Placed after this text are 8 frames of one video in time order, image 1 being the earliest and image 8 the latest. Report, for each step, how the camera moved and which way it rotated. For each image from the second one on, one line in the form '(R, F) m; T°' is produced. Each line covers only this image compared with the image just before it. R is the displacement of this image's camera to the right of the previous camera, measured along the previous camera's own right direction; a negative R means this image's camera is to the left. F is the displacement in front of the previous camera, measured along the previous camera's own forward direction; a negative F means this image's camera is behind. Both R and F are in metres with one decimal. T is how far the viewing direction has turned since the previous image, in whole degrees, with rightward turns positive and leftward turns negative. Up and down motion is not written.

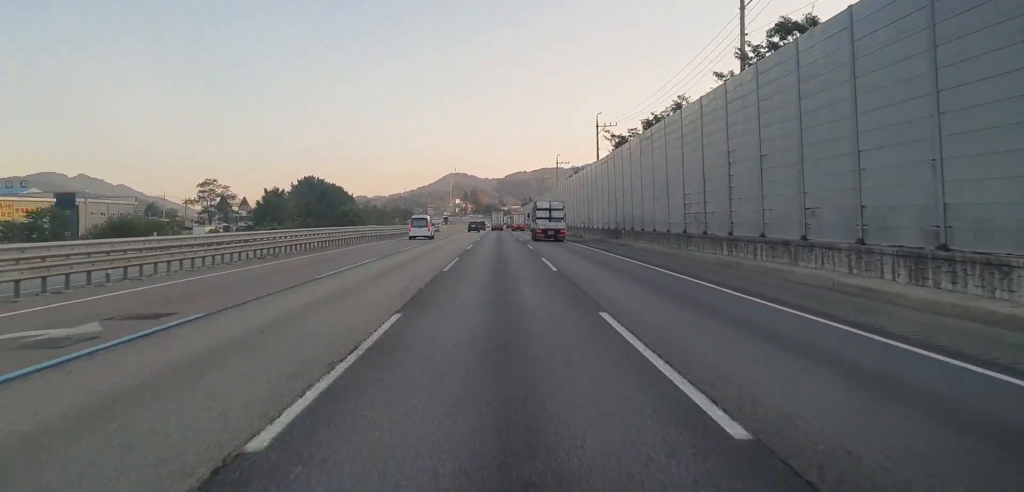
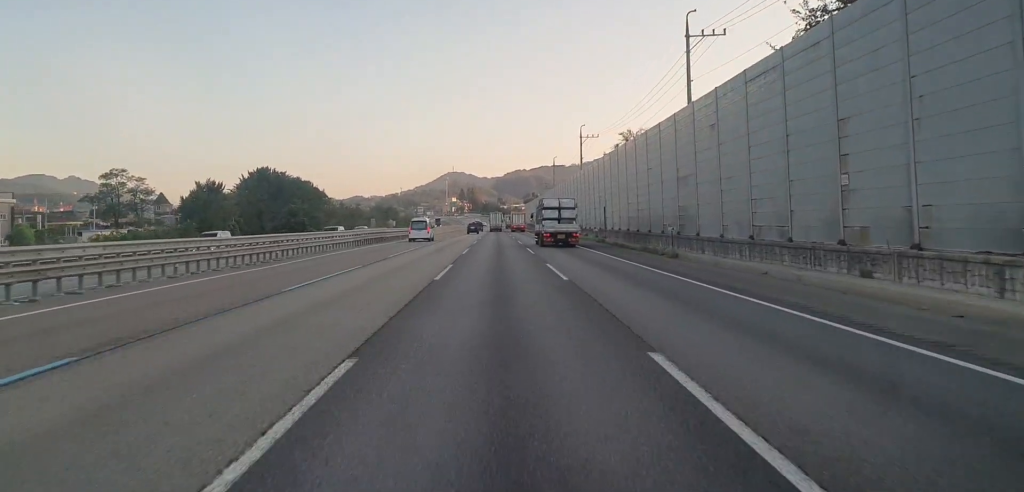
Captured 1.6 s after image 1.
(0.0, +43.0) m; 0°
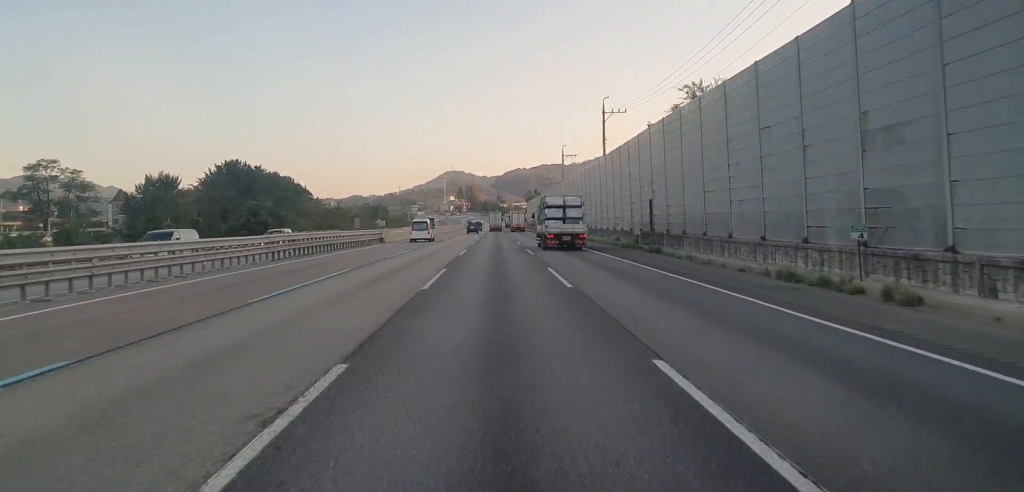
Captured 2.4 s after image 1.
(+0.2, +21.5) m; +1°
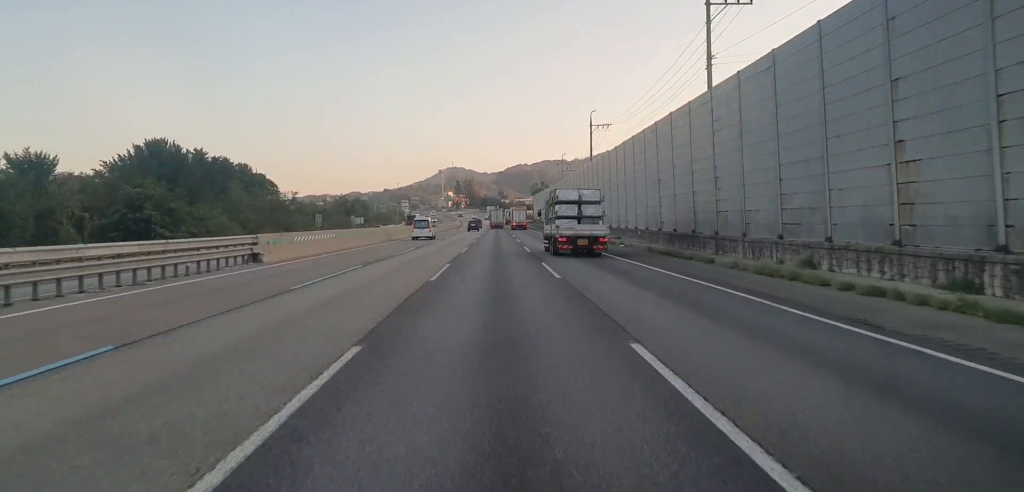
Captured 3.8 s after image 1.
(+0.2, +37.7) m; -1°
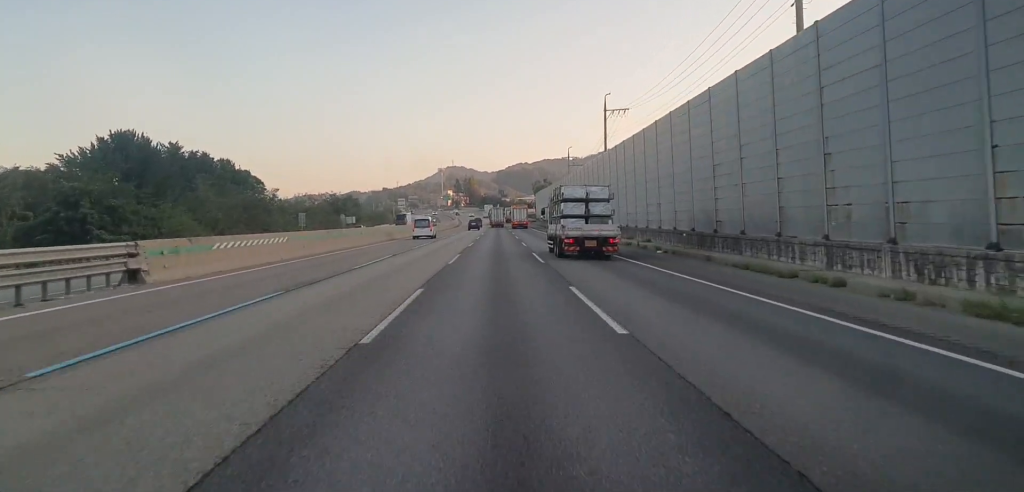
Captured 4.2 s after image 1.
(-0.2, +11.7) m; 0°
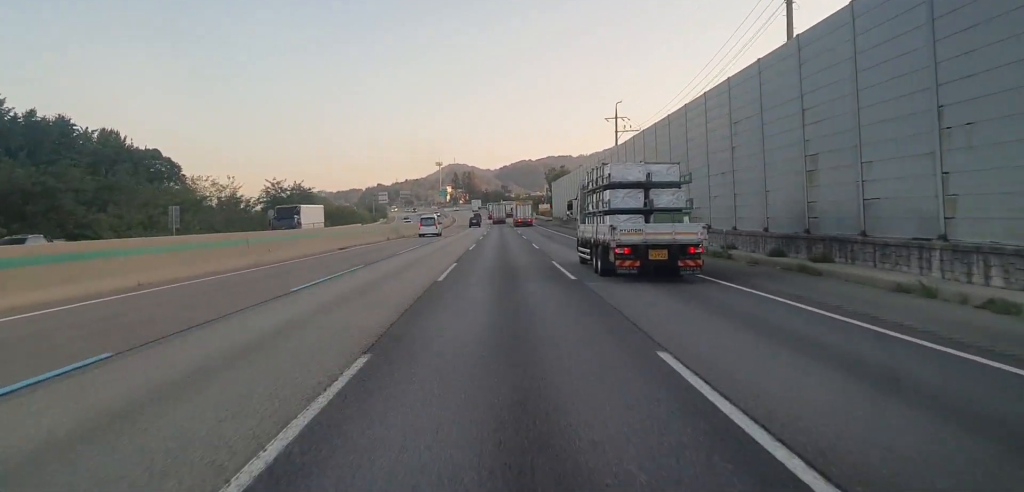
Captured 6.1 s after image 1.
(+0.2, +49.9) m; +1°
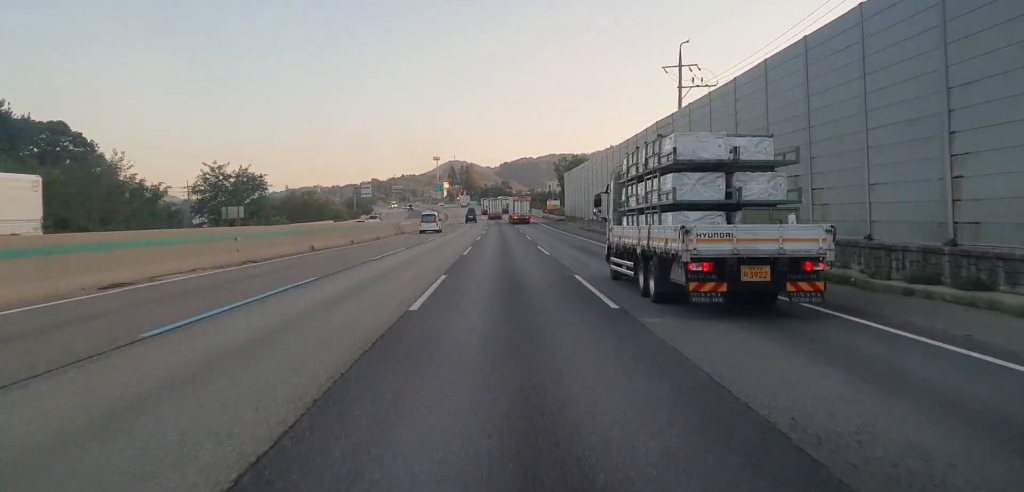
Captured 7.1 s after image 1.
(-0.1, +28.3) m; -1°
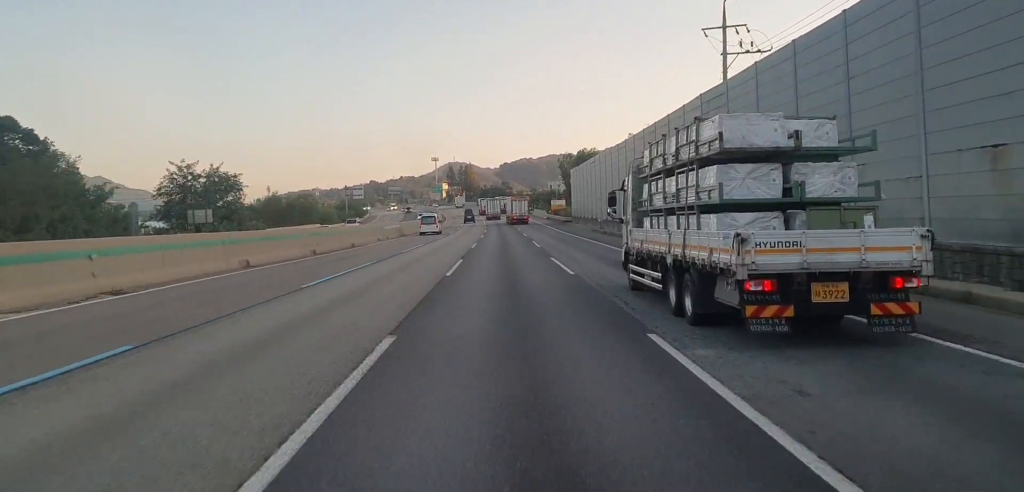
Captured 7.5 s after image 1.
(-0.2, +11.0) m; 0°
